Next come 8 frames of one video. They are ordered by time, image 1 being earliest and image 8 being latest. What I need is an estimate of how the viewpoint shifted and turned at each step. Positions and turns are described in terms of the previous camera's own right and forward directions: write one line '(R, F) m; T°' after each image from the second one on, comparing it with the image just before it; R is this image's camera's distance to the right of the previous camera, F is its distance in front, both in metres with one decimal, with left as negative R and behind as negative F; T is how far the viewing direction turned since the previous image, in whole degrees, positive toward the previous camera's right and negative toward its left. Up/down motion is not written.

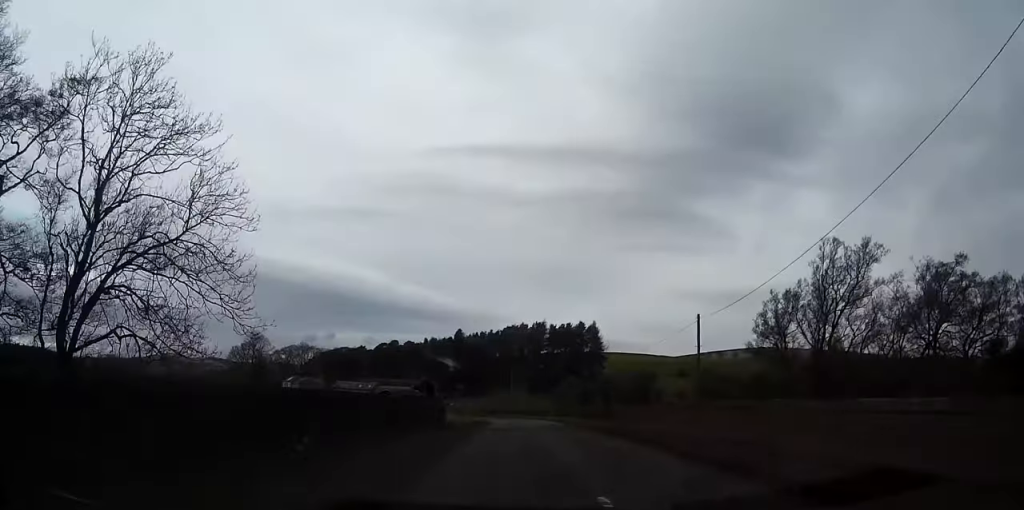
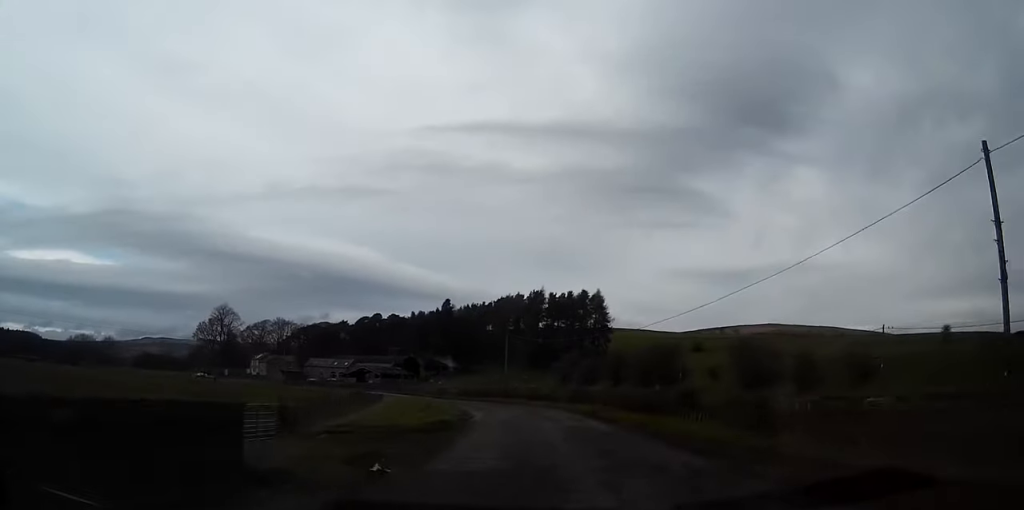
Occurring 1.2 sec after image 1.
(+0.4, +27.4) m; +1°
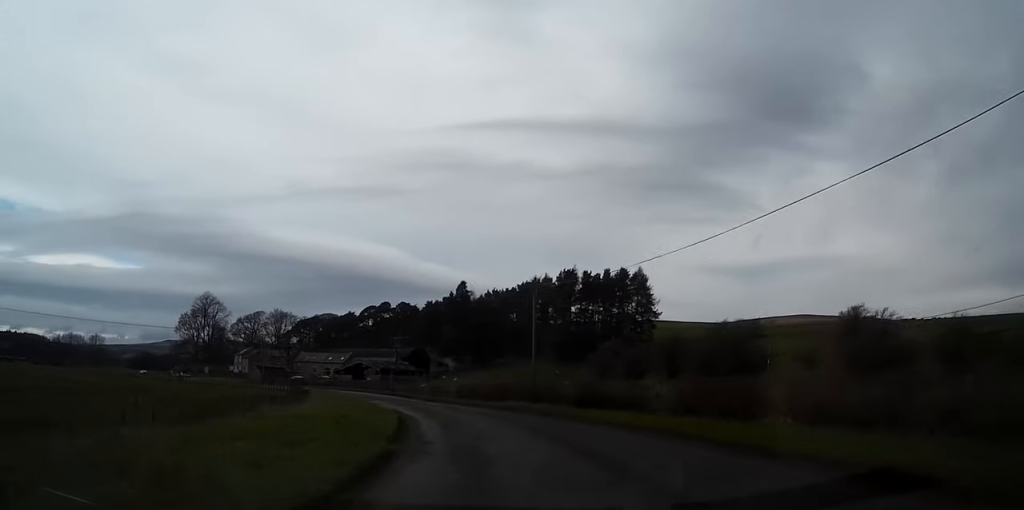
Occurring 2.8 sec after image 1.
(-0.4, +34.2) m; -4°
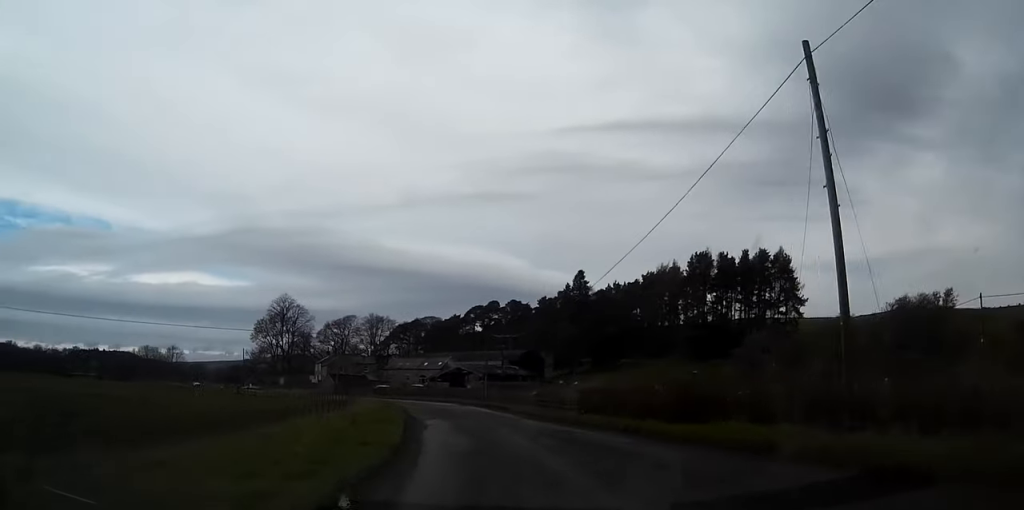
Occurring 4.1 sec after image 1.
(-2.0, +27.1) m; -7°
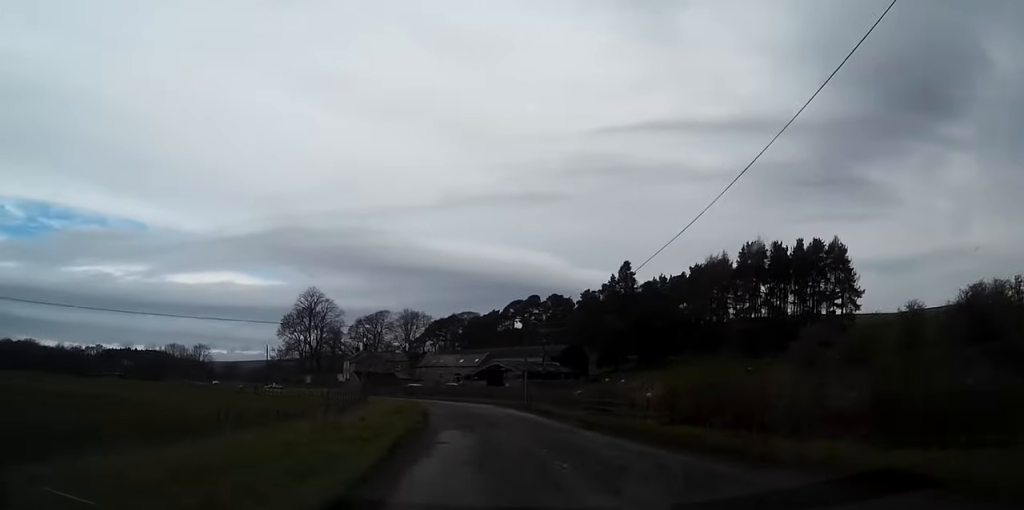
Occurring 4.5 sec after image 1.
(-0.3, +10.1) m; -2°
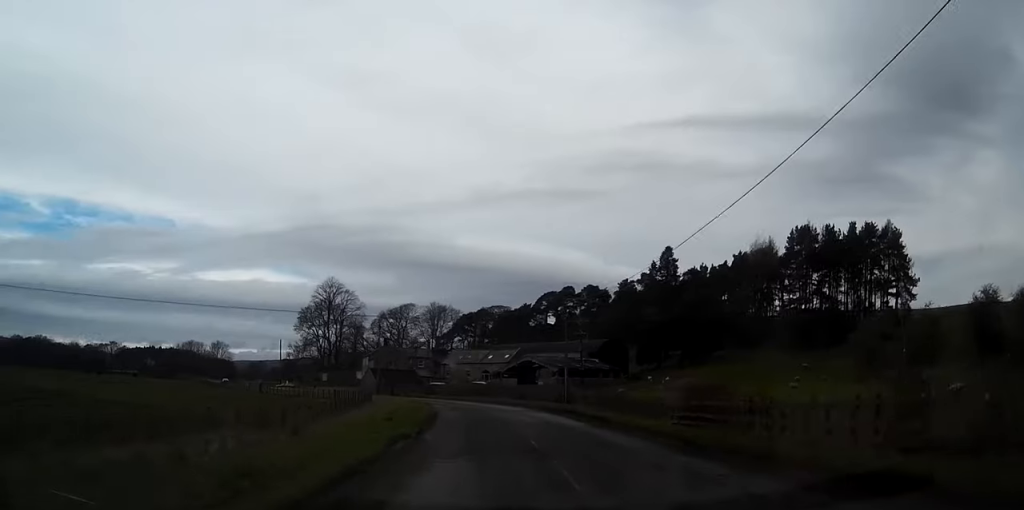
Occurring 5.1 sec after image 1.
(+0.1, +11.8) m; -2°
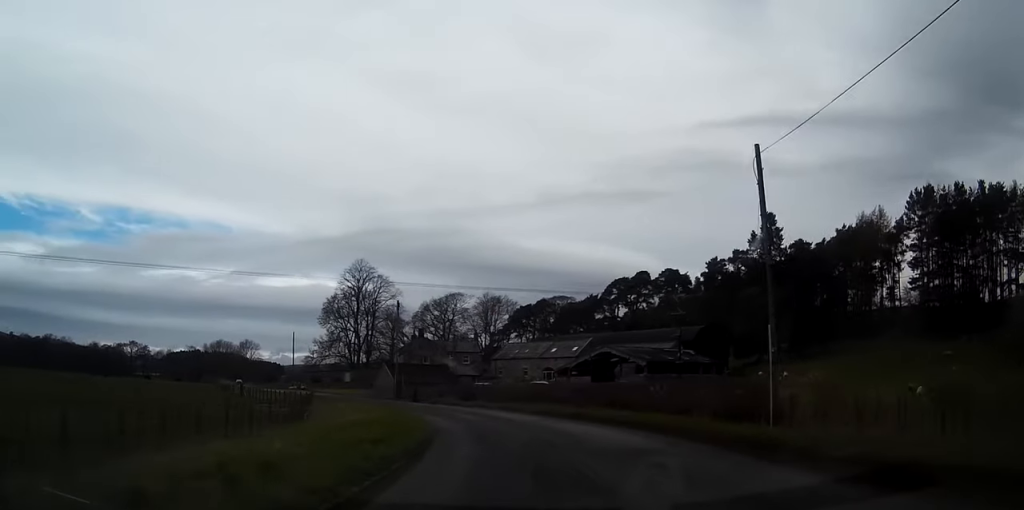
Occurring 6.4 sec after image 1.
(-1.4, +28.6) m; -7°
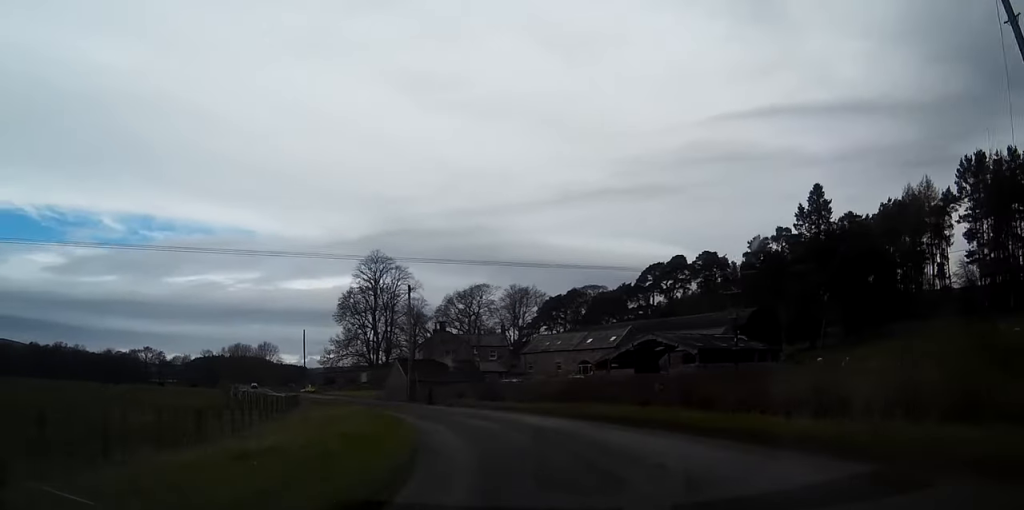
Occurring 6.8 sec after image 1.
(-0.4, +10.2) m; -3°
